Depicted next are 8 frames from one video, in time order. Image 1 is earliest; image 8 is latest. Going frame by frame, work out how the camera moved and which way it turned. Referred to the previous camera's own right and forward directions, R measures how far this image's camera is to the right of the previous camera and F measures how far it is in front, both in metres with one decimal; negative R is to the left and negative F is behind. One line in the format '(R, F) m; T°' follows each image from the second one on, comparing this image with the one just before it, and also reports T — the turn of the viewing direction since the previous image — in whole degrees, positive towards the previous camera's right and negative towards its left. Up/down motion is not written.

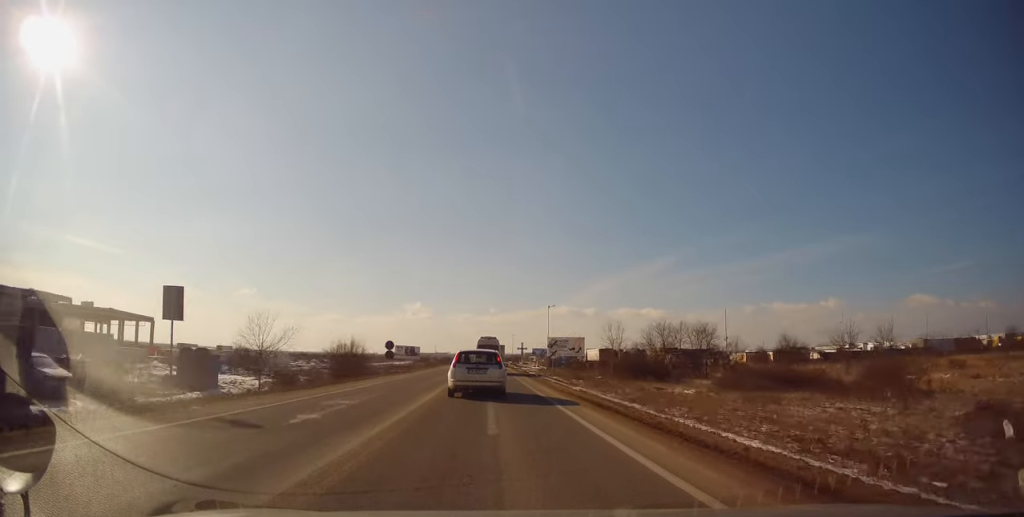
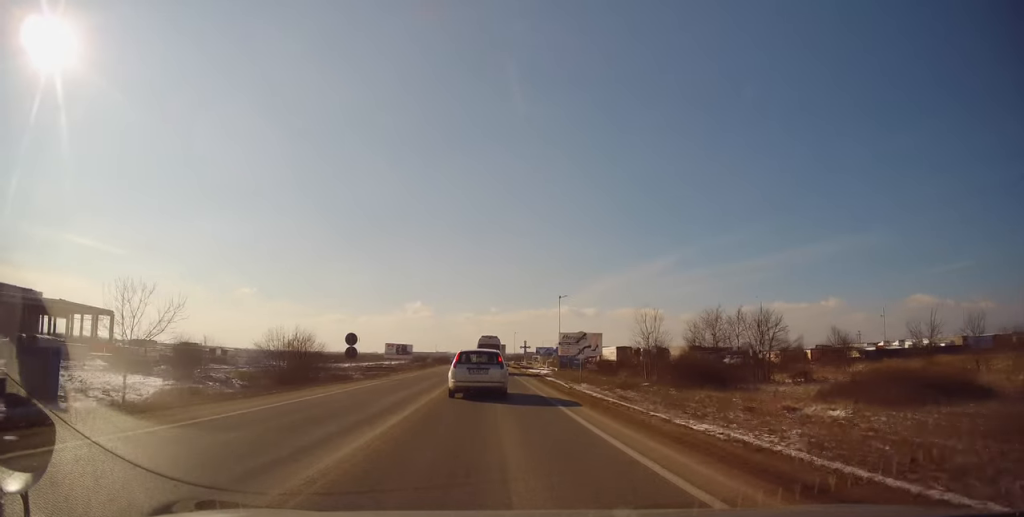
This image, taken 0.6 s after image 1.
(0.0, +13.2) m; +1°
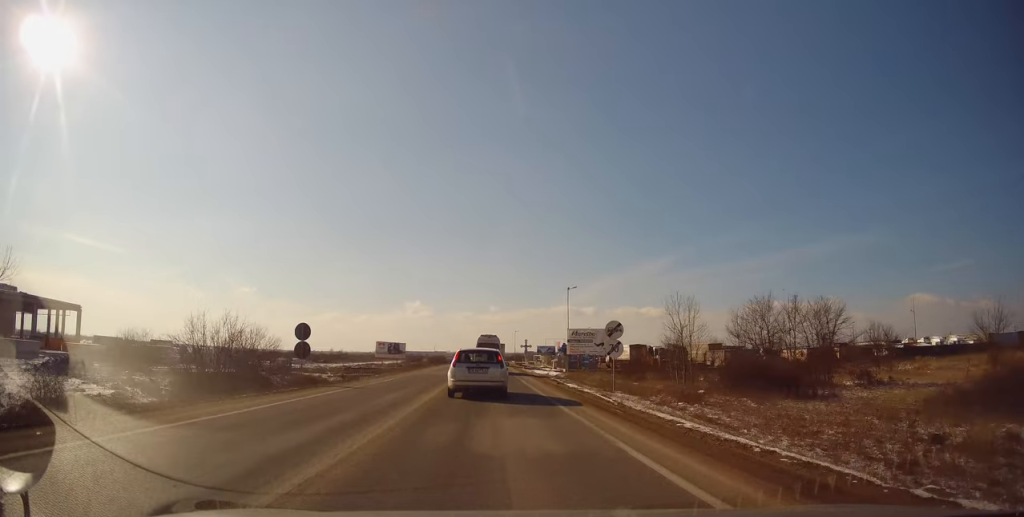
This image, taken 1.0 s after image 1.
(+0.1, +8.7) m; 0°
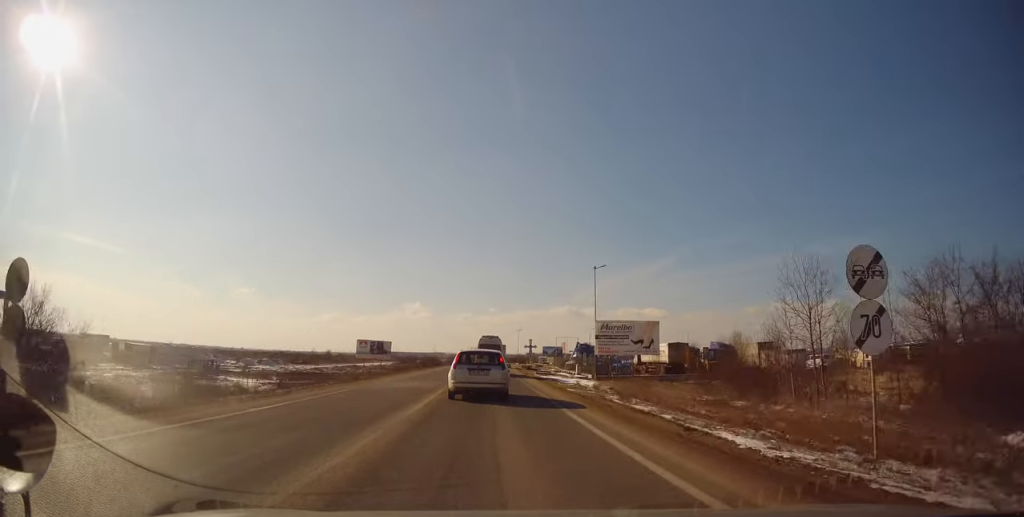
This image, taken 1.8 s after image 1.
(+0.1, +16.8) m; 0°
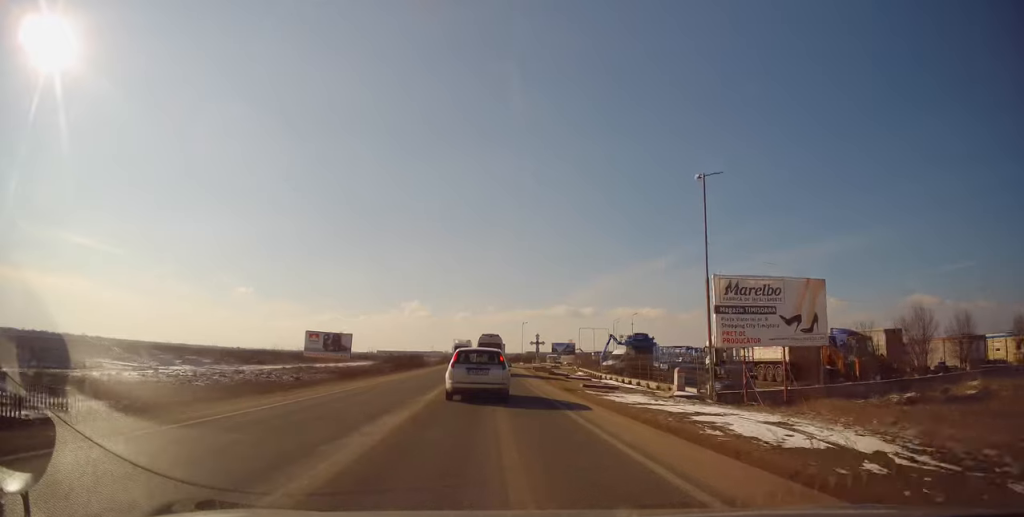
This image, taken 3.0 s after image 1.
(-0.3, +26.1) m; -1°
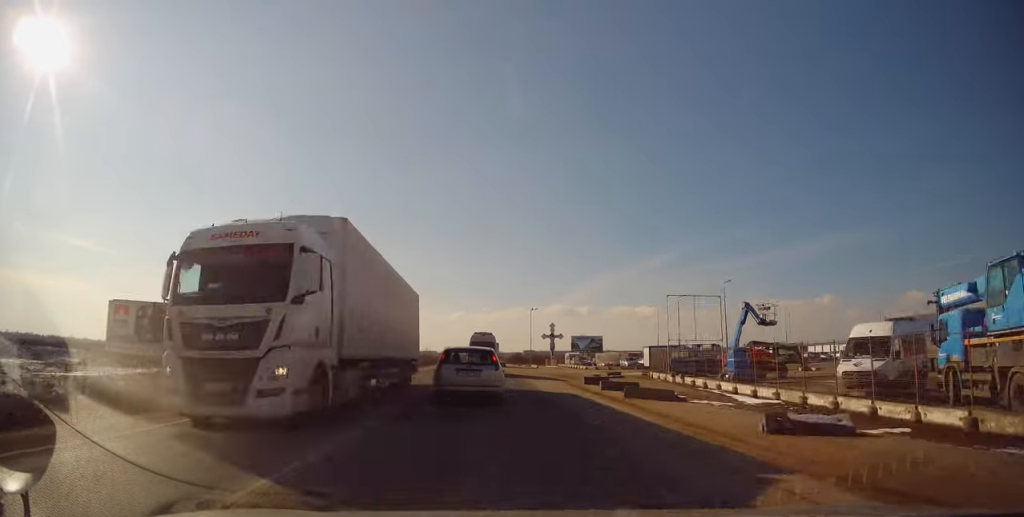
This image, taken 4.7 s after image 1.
(+0.3, +37.4) m; +1°
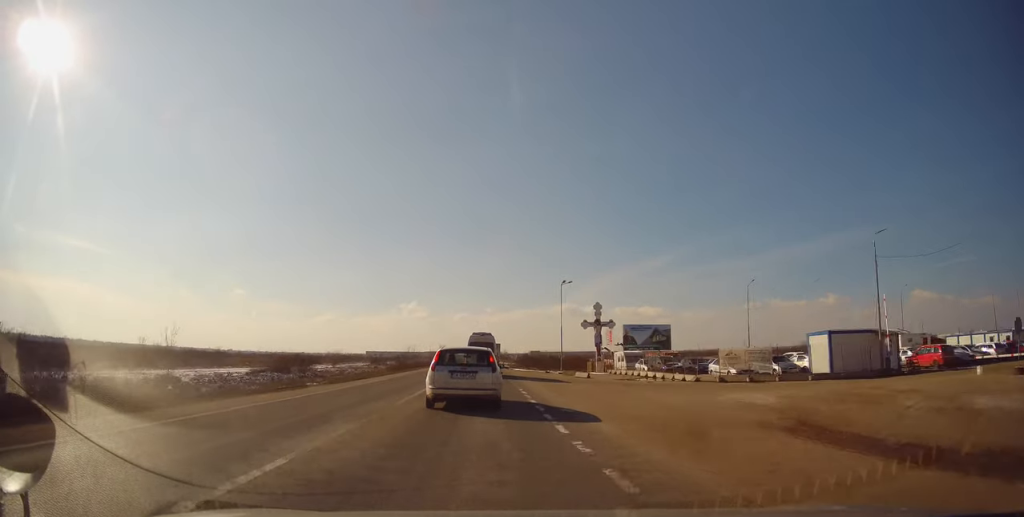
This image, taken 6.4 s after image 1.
(-0.9, +36.0) m; -1°
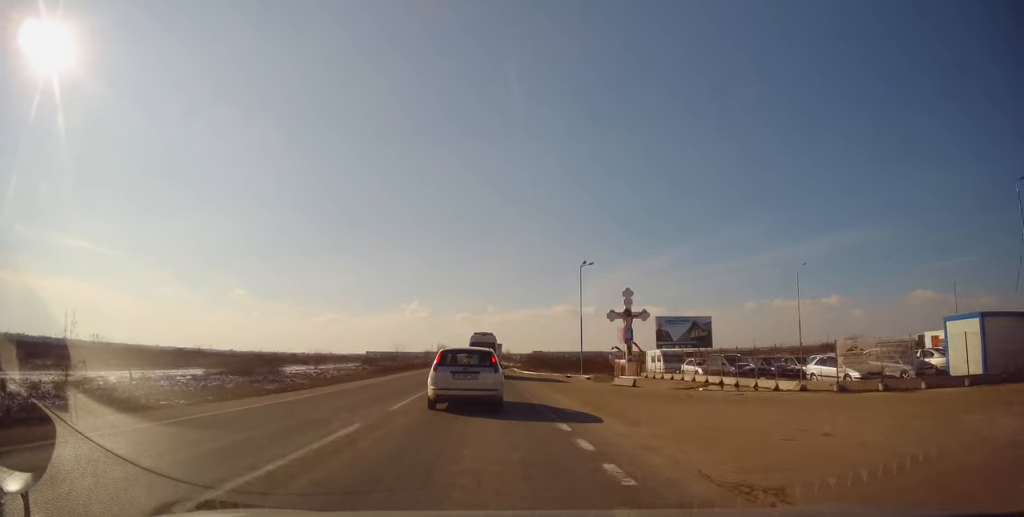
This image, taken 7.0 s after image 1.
(+0.3, +11.8) m; +1°
